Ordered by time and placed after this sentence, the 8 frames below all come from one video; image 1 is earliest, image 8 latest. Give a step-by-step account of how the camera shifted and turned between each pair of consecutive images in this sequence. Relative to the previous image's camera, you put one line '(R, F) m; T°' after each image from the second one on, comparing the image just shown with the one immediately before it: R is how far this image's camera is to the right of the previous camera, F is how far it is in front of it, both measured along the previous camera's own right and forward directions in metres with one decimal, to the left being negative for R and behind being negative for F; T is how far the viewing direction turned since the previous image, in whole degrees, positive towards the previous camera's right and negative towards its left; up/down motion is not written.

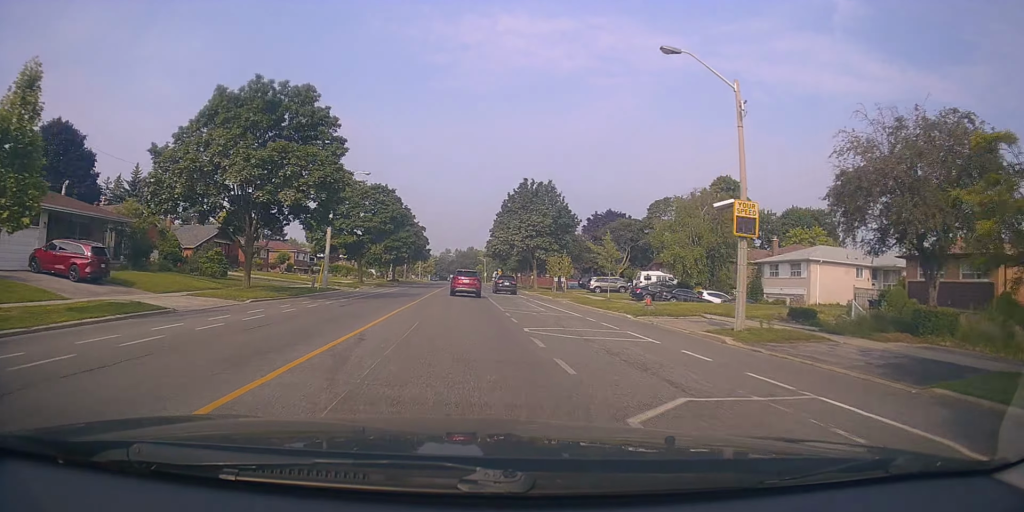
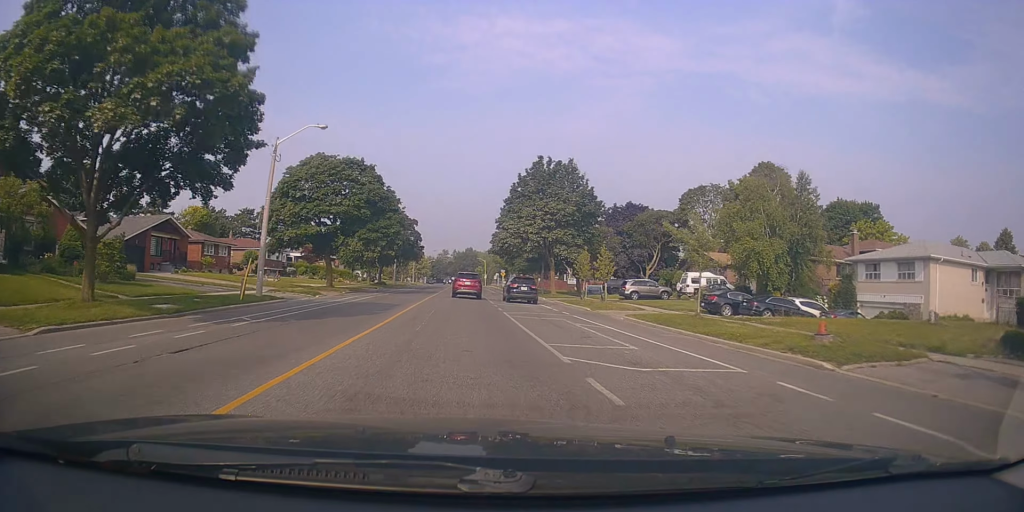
(+0.3, +13.3) m; +2°
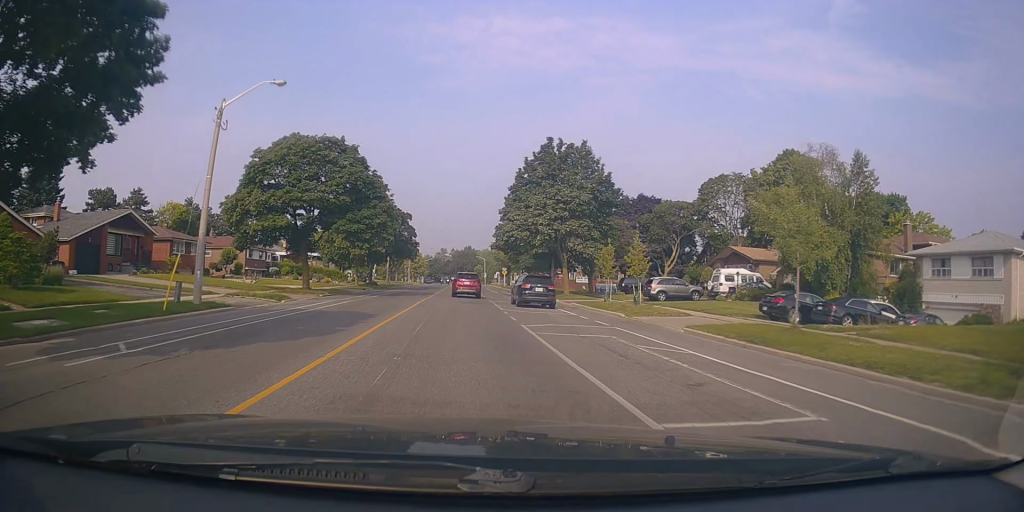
(+0.1, +6.7) m; +1°
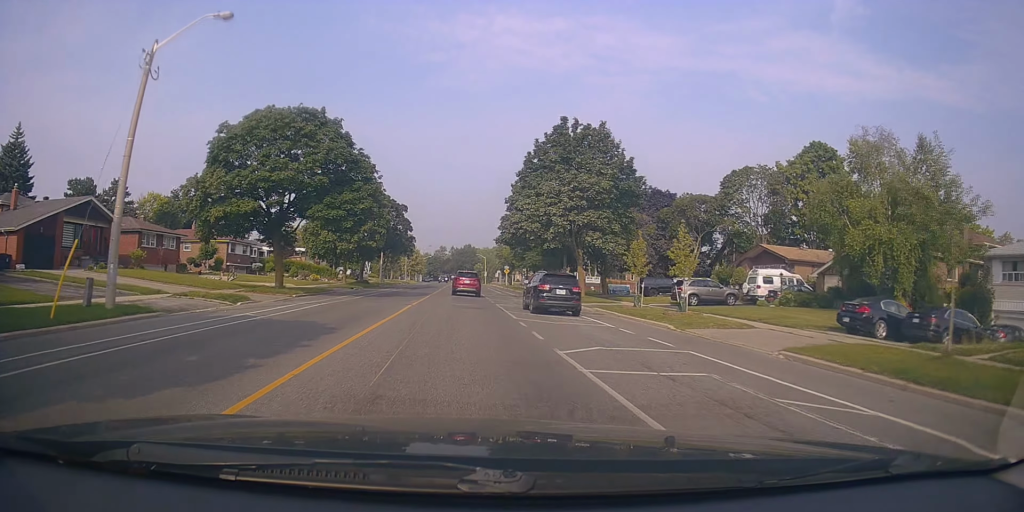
(0.0, +5.8) m; -1°
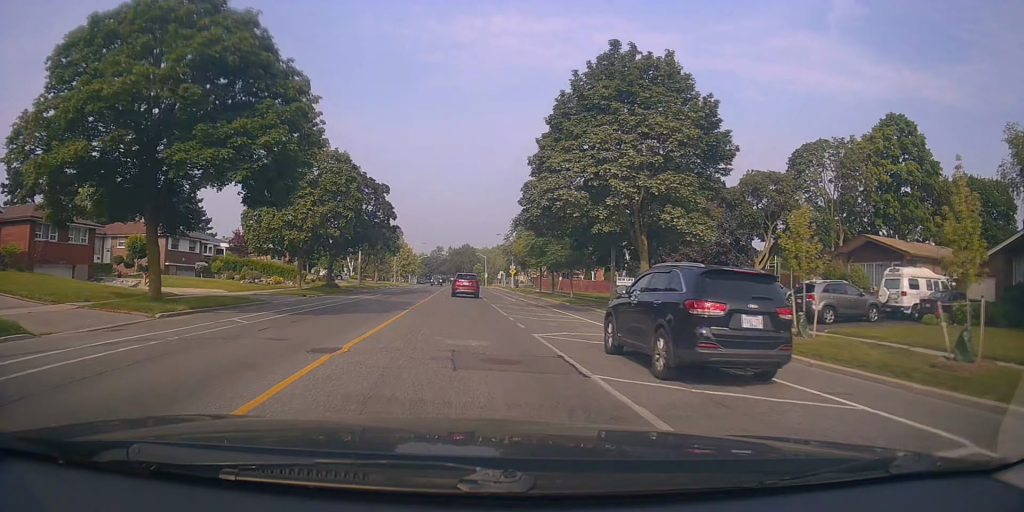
(-0.3, +14.2) m; -2°
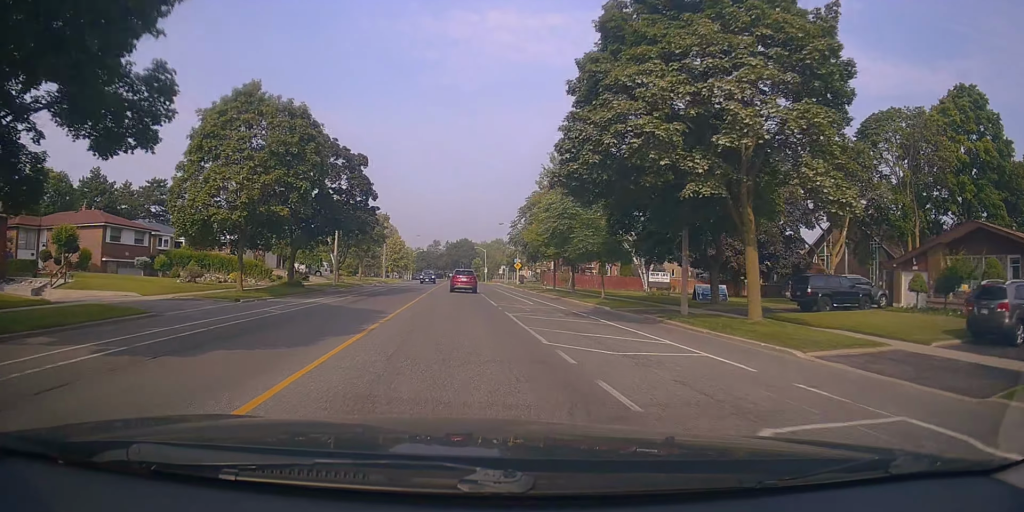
(-0.2, +10.1) m; 0°
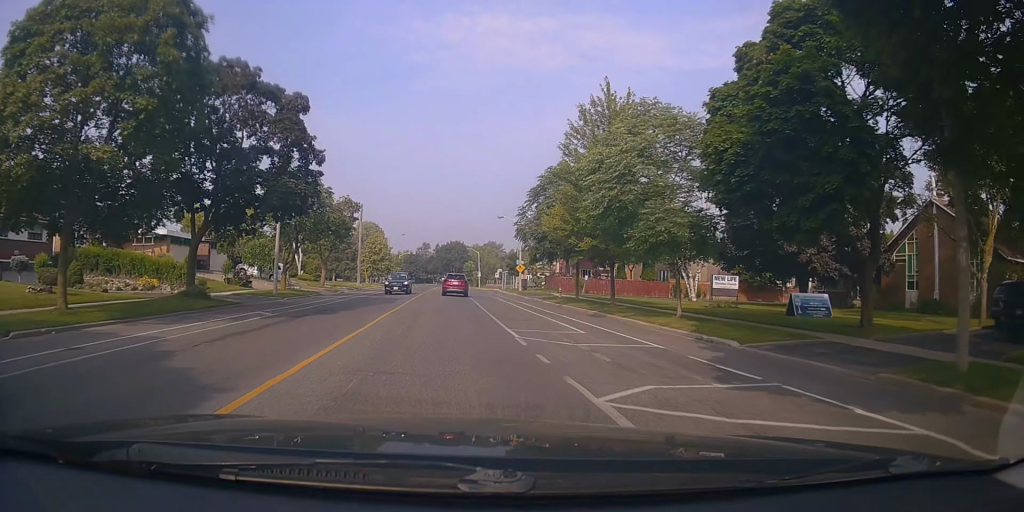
(+0.2, +13.1) m; +2°
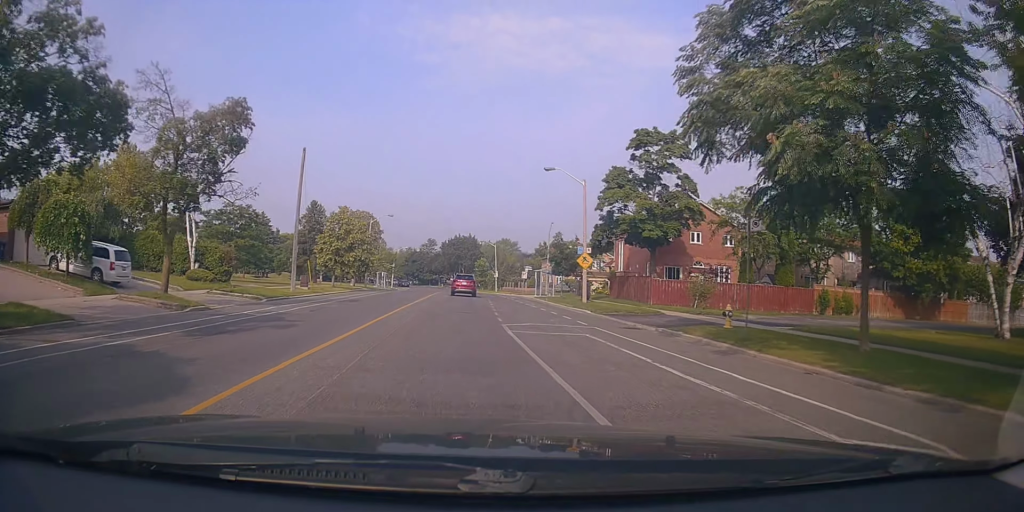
(-0.1, +27.1) m; +1°
